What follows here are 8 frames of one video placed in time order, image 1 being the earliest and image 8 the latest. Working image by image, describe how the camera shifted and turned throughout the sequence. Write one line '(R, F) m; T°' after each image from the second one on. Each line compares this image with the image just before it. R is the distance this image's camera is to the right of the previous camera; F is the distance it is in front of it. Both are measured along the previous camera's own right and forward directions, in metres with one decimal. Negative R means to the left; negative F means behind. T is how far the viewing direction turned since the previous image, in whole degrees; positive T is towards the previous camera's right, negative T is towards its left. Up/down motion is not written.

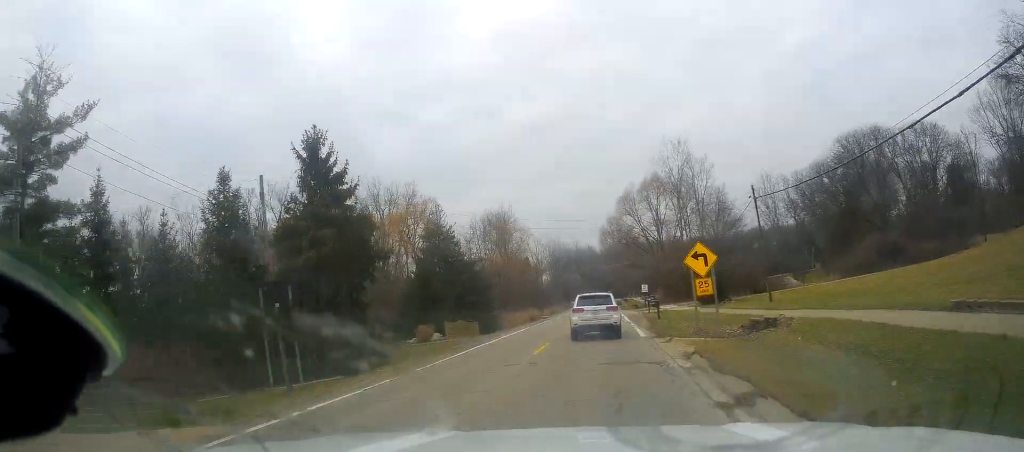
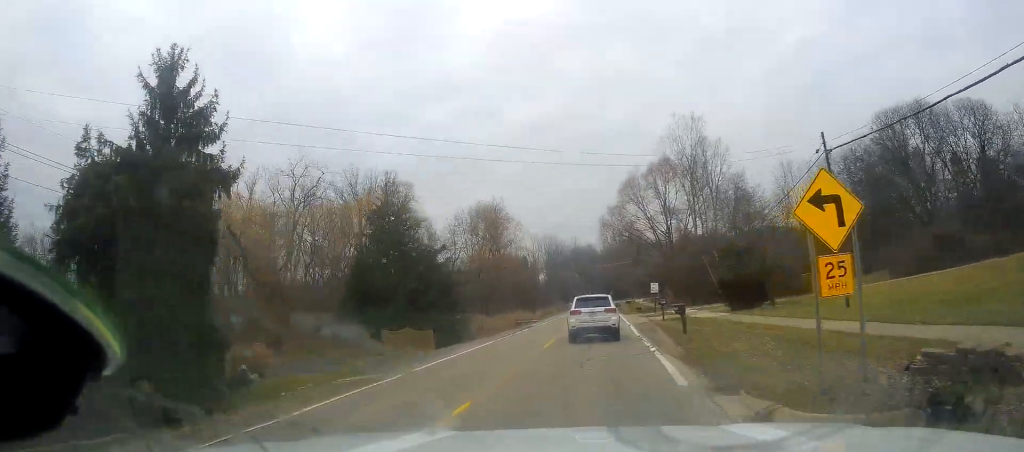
(-0.4, +12.4) m; 0°
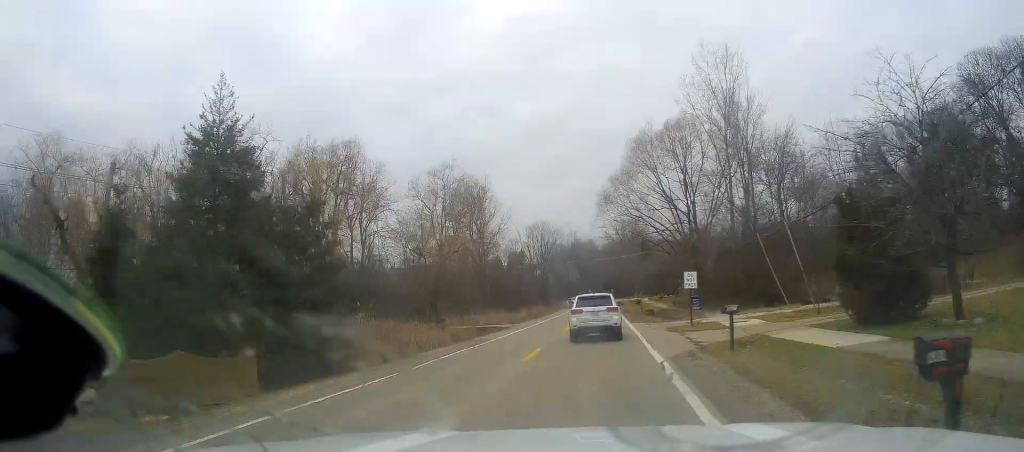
(+0.1, +19.7) m; +1°
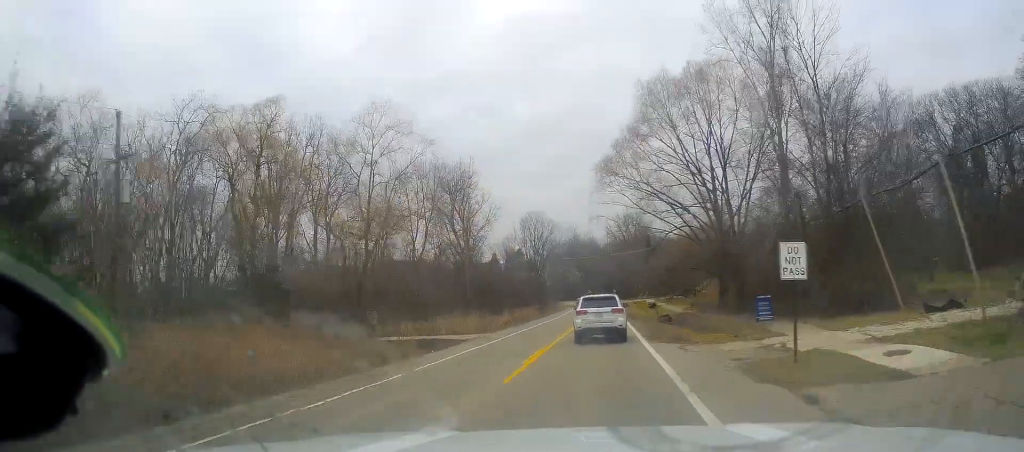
(+0.2, +15.2) m; +1°
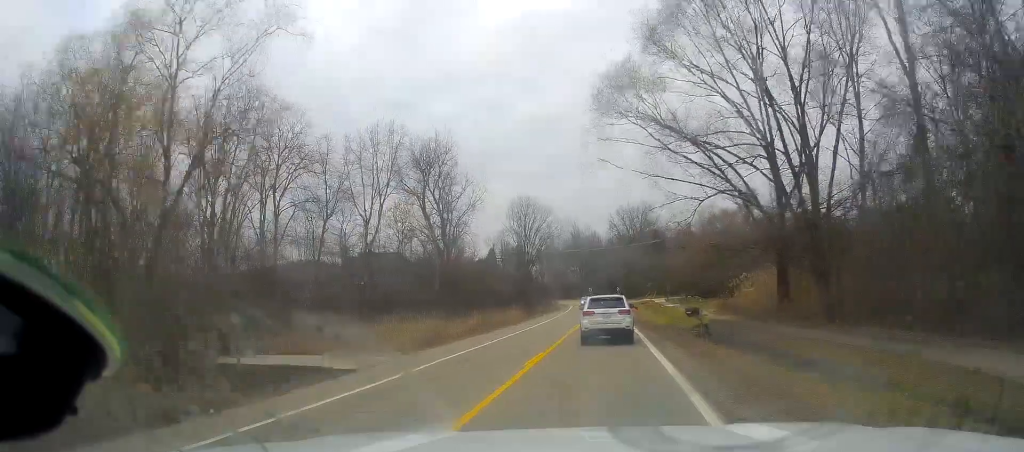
(-0.2, +17.1) m; 0°
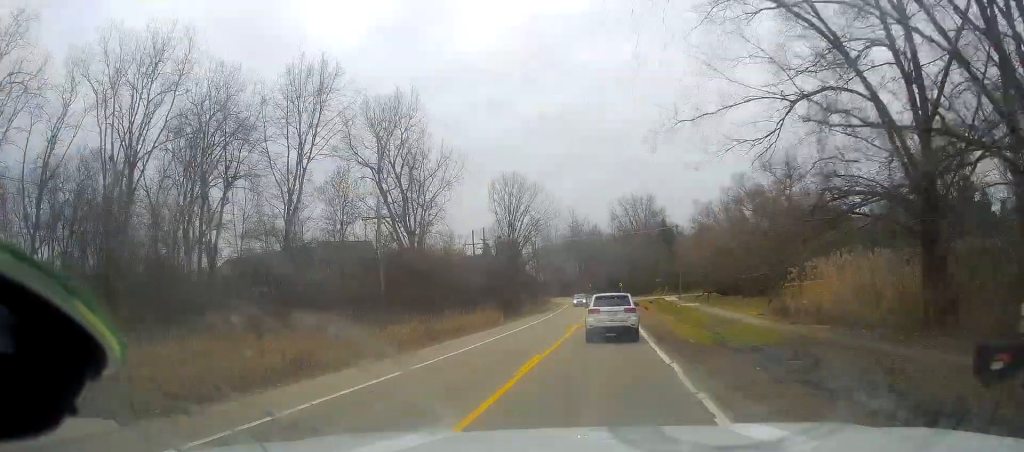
(+0.3, +17.0) m; -1°
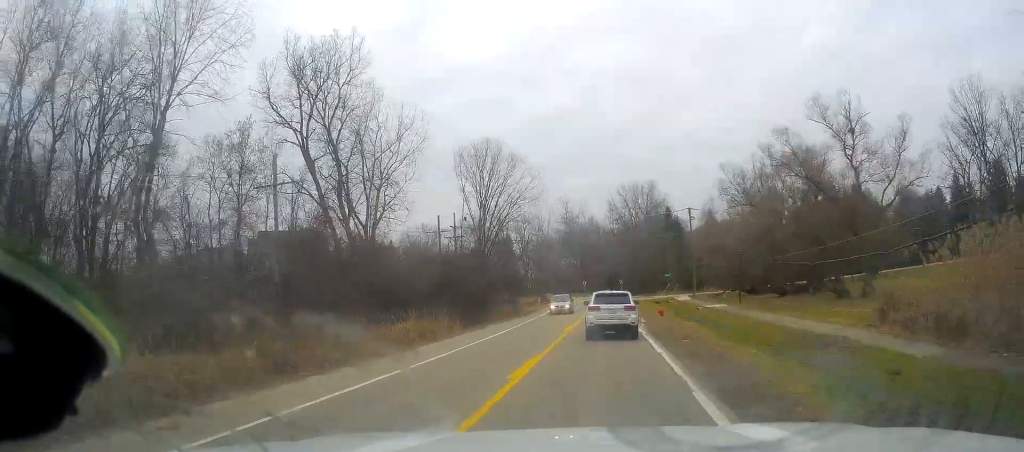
(-0.7, +17.0) m; 0°
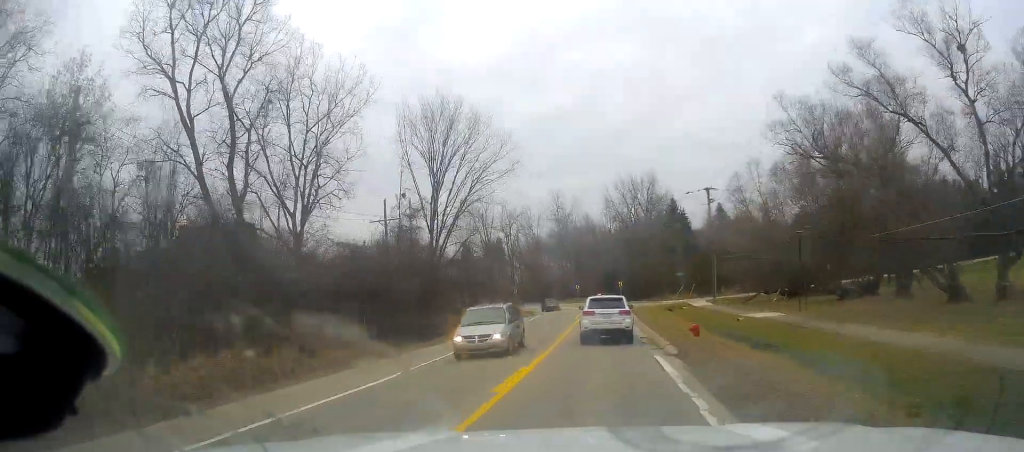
(+0.6, +16.6) m; +2°
